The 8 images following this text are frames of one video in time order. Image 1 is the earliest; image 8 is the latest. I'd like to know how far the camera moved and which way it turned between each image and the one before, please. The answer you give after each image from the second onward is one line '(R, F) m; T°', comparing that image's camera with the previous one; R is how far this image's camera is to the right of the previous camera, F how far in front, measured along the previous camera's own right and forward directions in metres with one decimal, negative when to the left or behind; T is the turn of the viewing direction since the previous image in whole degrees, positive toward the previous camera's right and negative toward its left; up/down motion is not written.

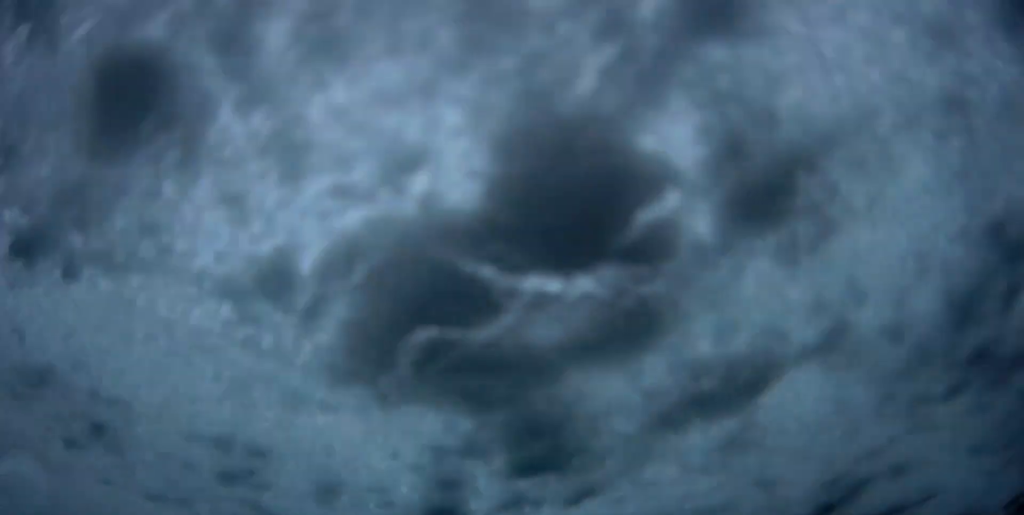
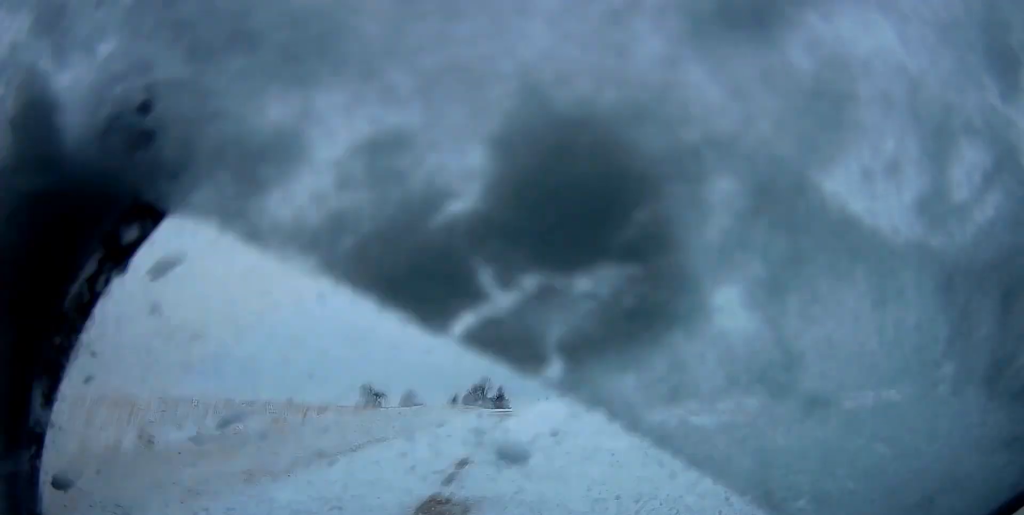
(+0.3, +13.0) m; +1°
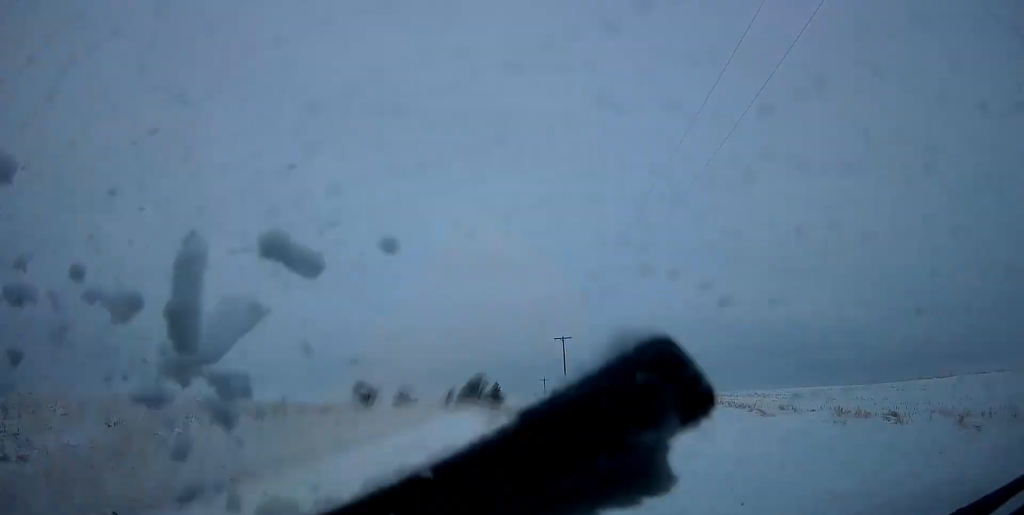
(0.0, +7.6) m; 0°
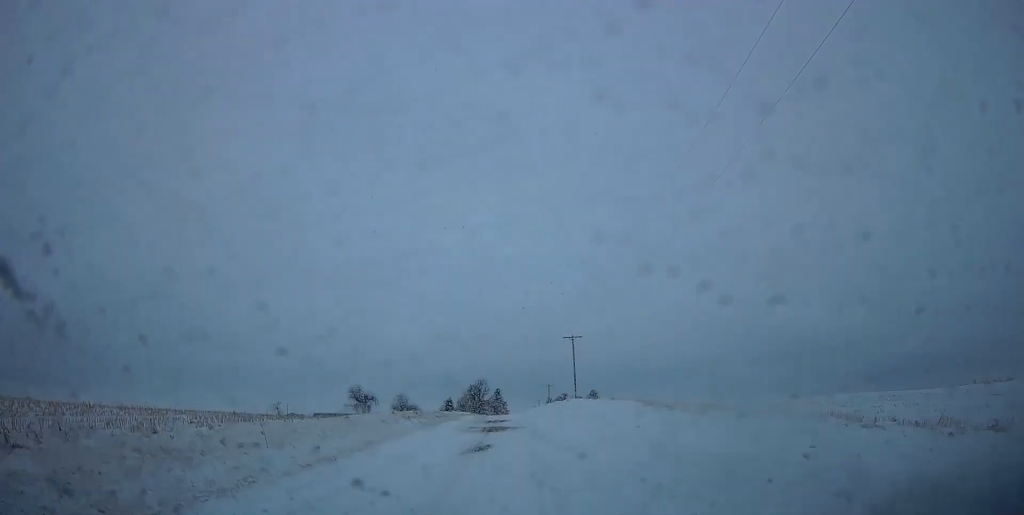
(0.0, +11.3) m; -2°
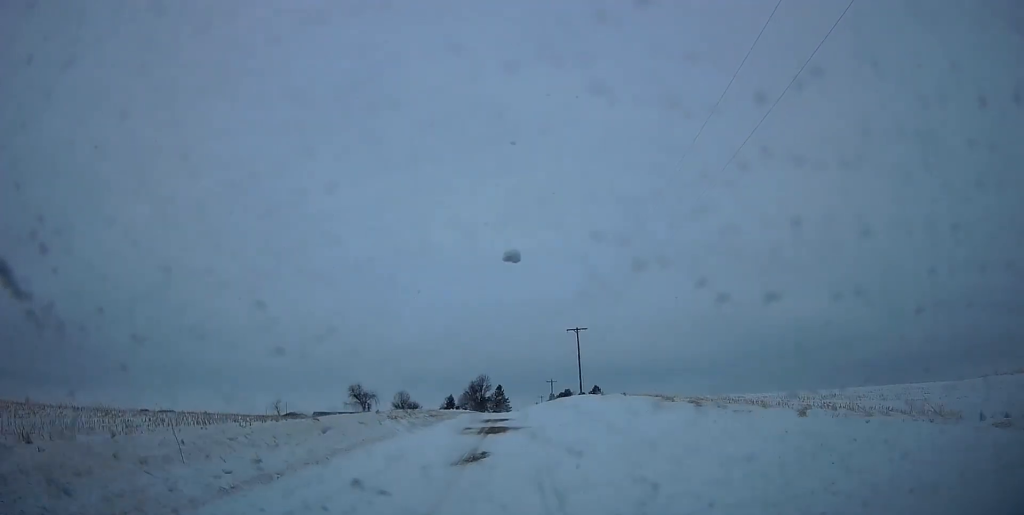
(0.0, +4.0) m; -1°
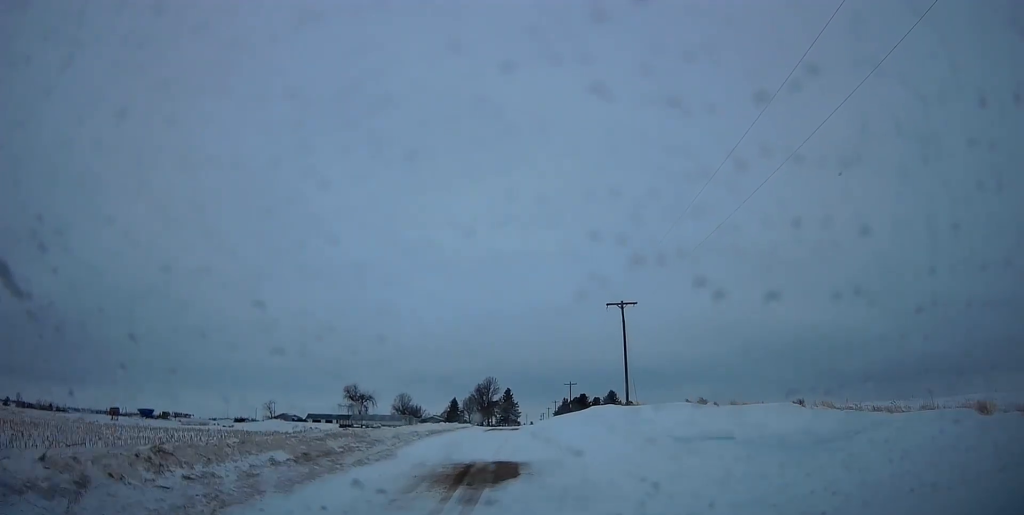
(+0.5, +23.3) m; +1°
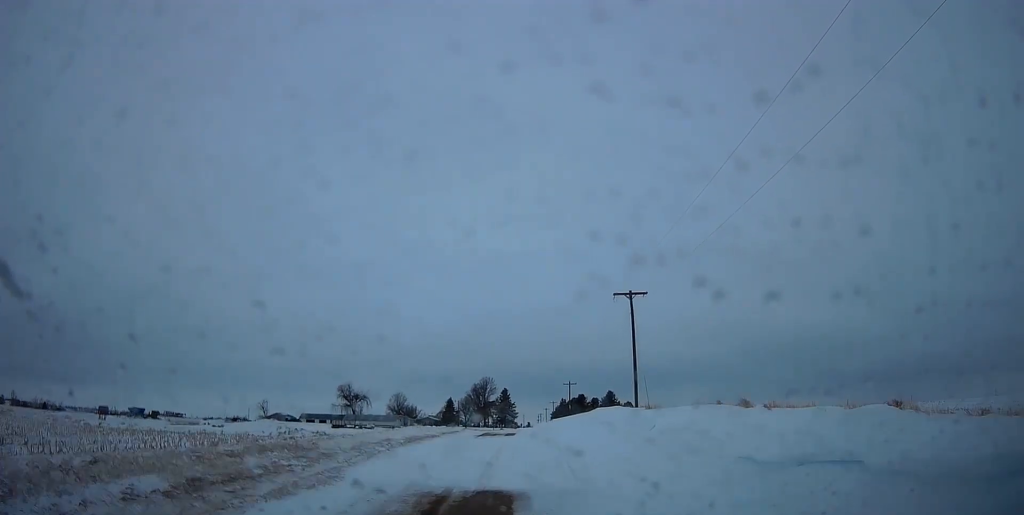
(0.0, +4.6) m; -1°
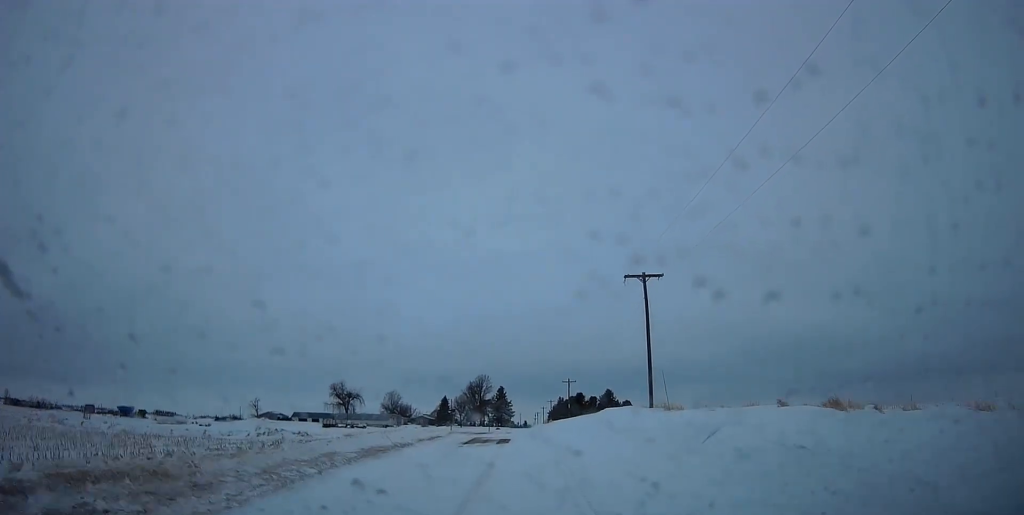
(-0.3, +5.6) m; 0°
